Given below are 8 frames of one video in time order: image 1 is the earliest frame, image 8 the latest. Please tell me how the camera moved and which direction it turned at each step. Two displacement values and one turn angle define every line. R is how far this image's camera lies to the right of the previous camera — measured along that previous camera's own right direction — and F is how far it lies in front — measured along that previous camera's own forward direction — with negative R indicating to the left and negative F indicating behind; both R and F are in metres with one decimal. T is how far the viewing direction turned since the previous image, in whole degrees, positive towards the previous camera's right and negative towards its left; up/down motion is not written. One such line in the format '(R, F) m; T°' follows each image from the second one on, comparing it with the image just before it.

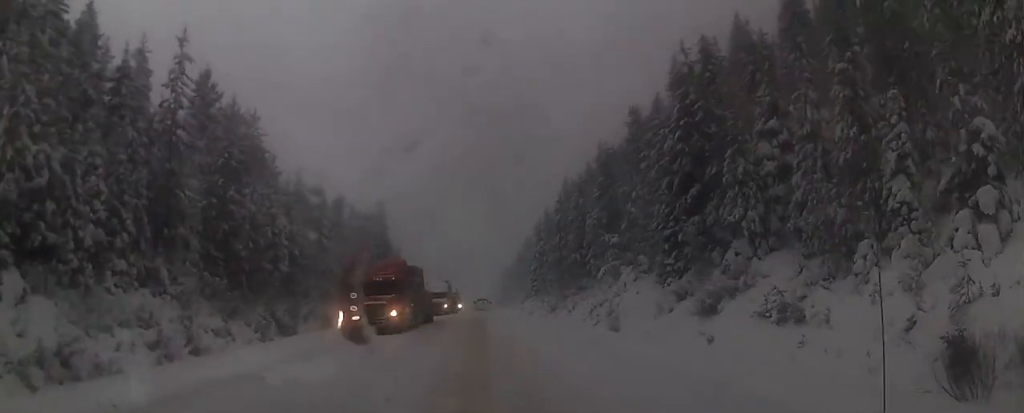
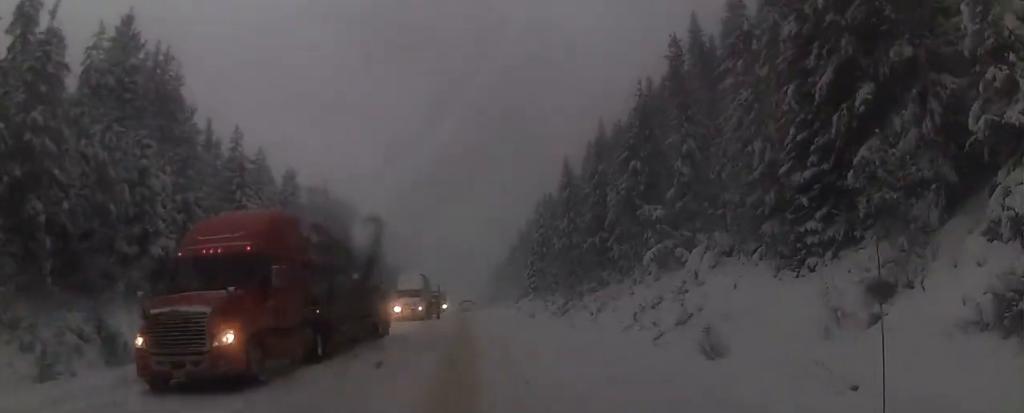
(0.0, +21.1) m; +1°
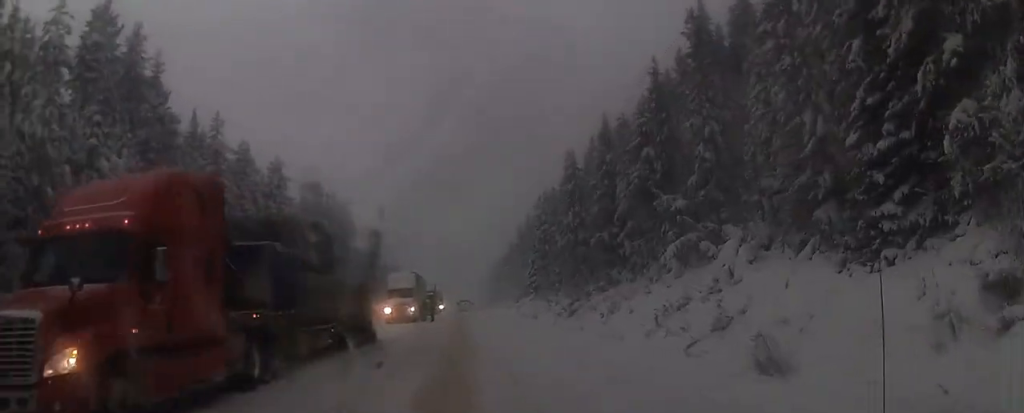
(-0.2, +5.3) m; +1°
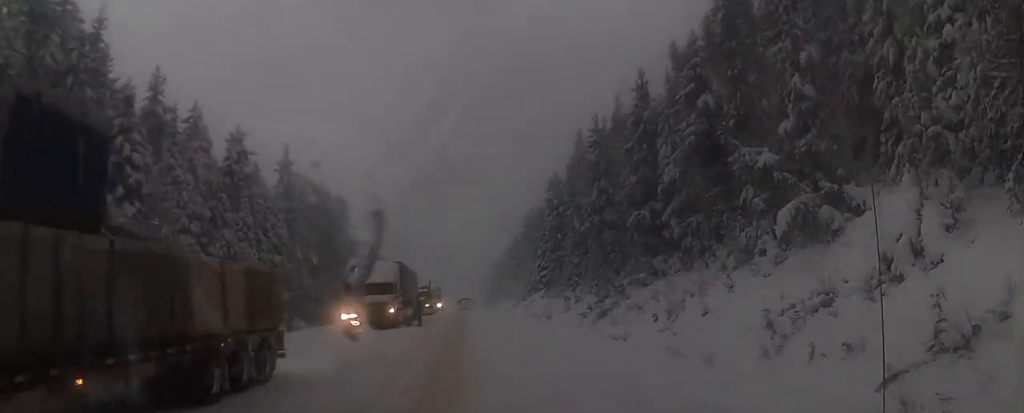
(+0.5, +14.0) m; 0°
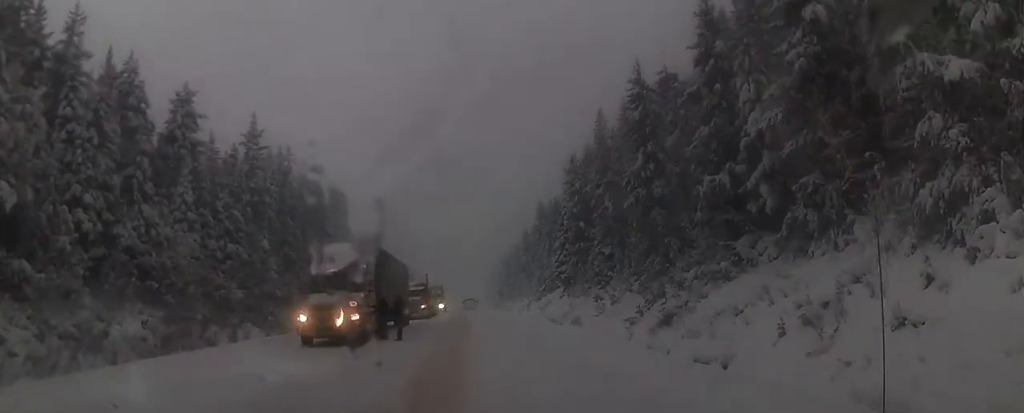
(-0.3, +13.9) m; +1°
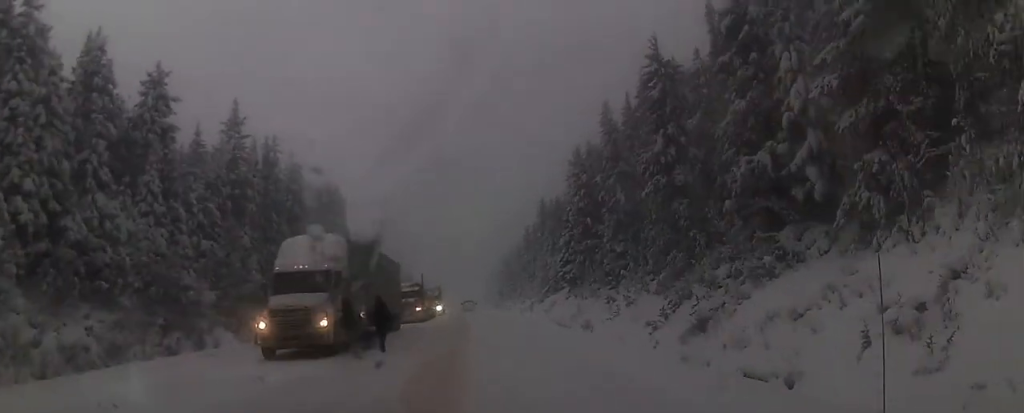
(+0.2, +4.8) m; +1°
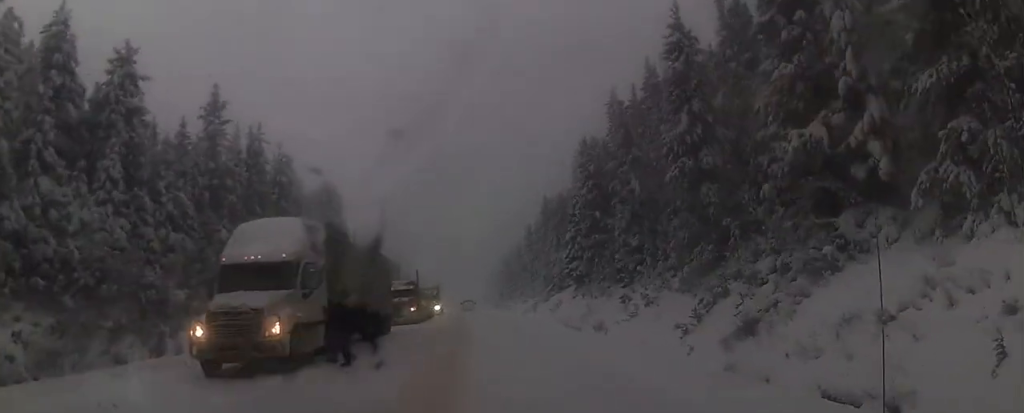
(0.0, +4.8) m; -1°
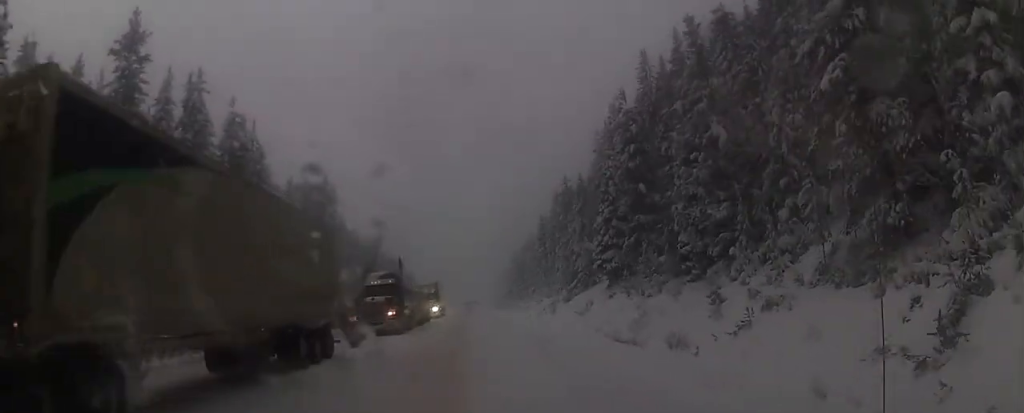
(-0.6, +15.3) m; -3°
